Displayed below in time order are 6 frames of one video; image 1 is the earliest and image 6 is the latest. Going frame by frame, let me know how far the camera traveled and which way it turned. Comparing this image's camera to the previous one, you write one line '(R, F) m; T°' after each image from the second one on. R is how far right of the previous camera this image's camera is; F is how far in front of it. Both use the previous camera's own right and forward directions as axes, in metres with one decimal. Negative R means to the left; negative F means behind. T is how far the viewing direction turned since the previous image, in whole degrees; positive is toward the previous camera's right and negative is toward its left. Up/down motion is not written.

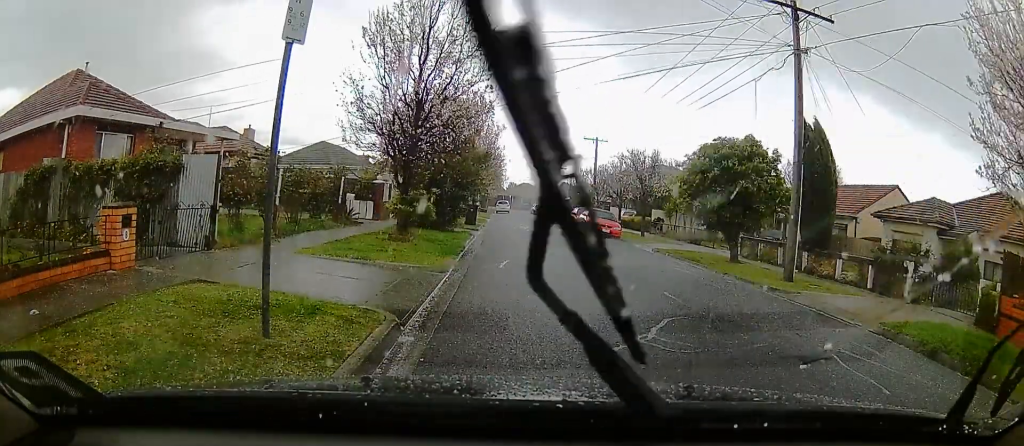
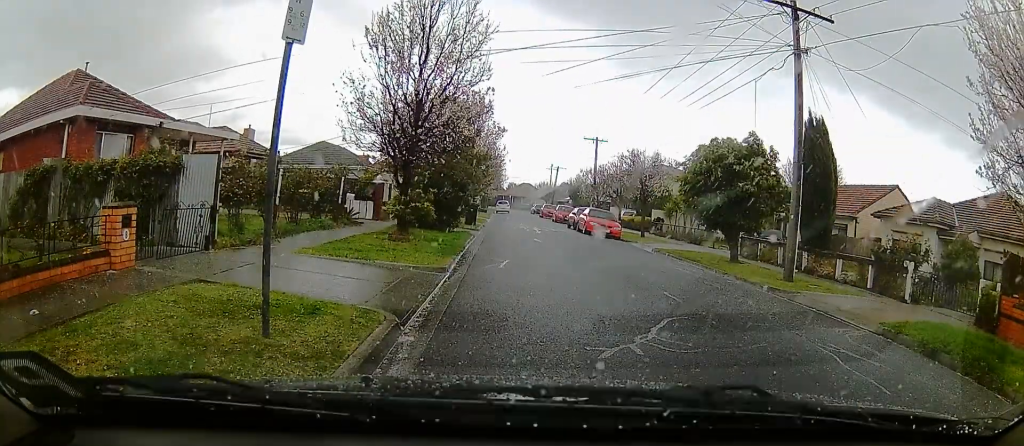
(0.0, 0.0) m; 0°
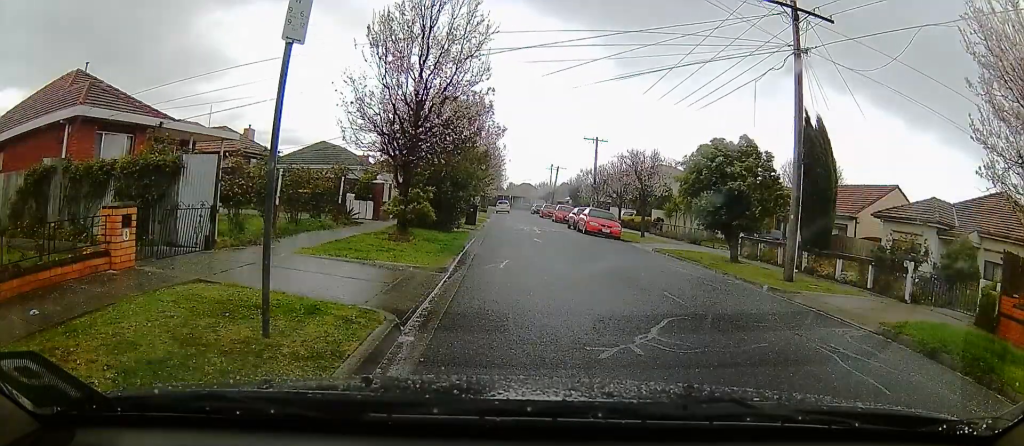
(0.0, 0.0) m; 0°
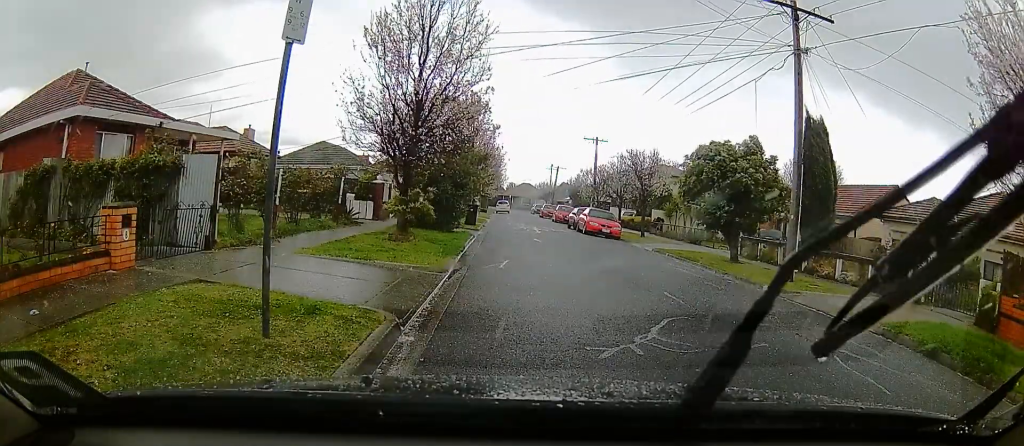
(0.0, 0.0) m; 0°
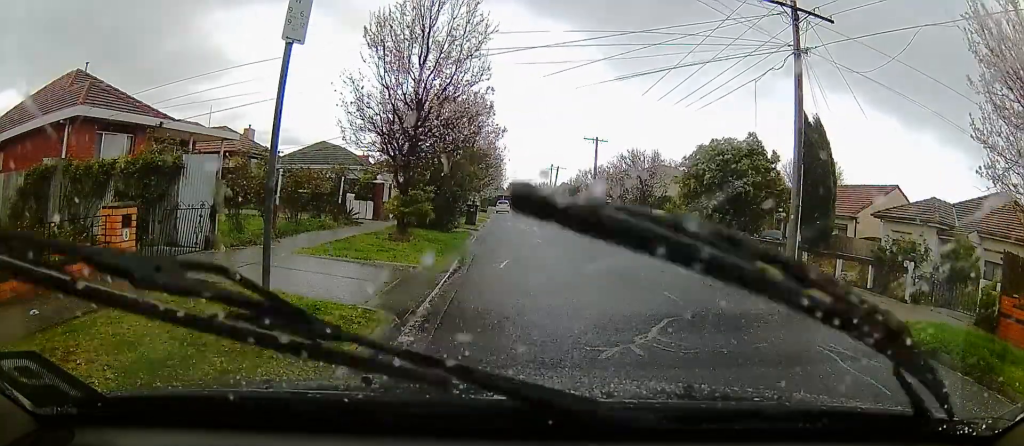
(0.0, 0.0) m; 0°
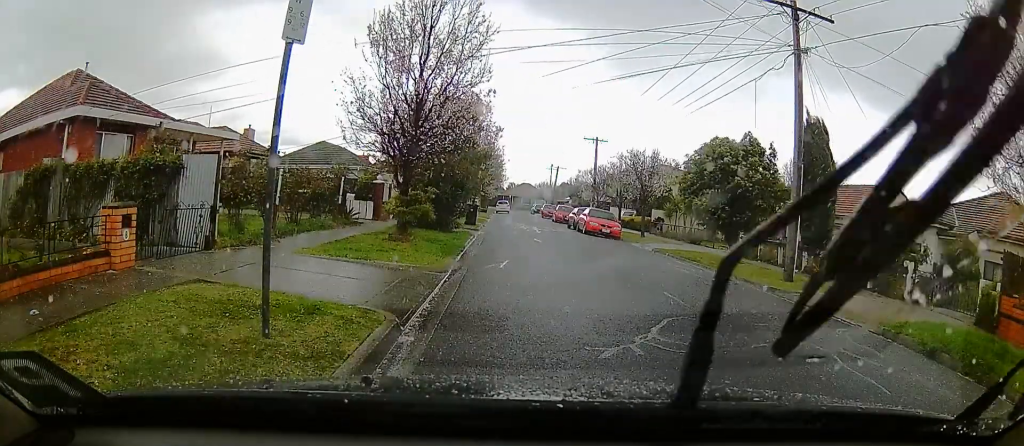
(0.0, 0.0) m; 0°
